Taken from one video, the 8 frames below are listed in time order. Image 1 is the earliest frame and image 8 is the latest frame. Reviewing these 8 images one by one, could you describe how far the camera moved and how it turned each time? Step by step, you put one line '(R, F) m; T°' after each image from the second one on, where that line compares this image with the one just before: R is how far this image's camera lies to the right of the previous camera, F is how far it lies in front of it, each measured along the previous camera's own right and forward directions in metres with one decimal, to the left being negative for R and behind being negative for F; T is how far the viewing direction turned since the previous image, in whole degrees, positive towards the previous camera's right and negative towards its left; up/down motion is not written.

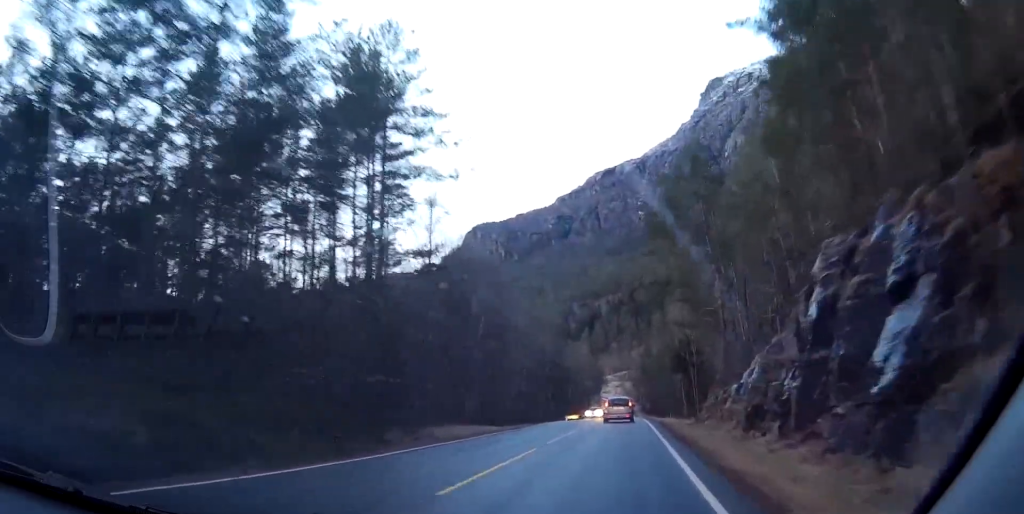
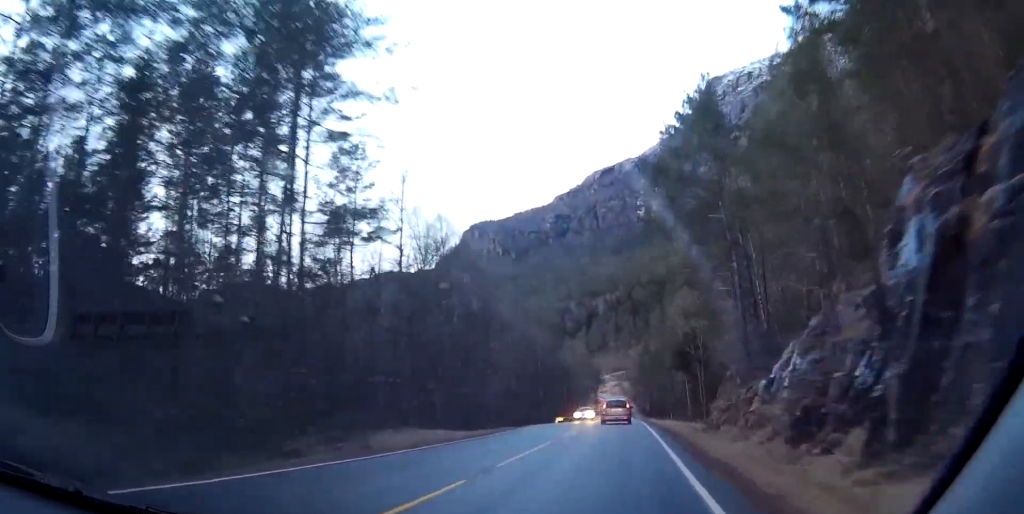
(+0.1, +7.5) m; 0°
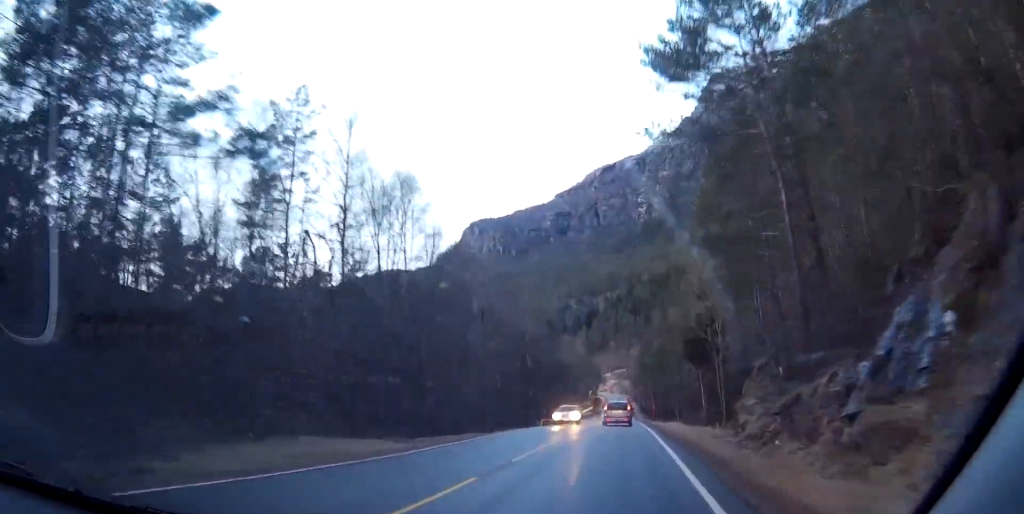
(+0.1, +11.3) m; 0°
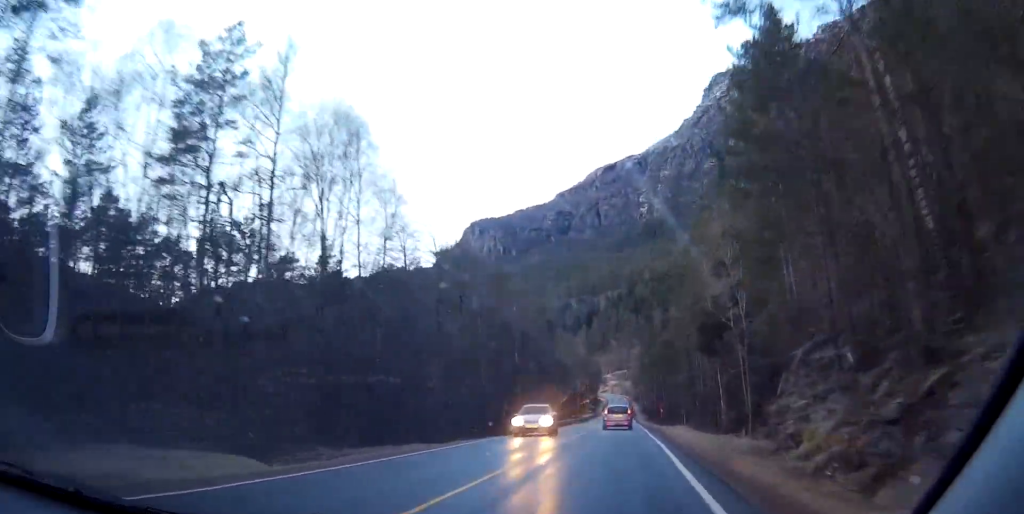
(0.0, +9.6) m; 0°
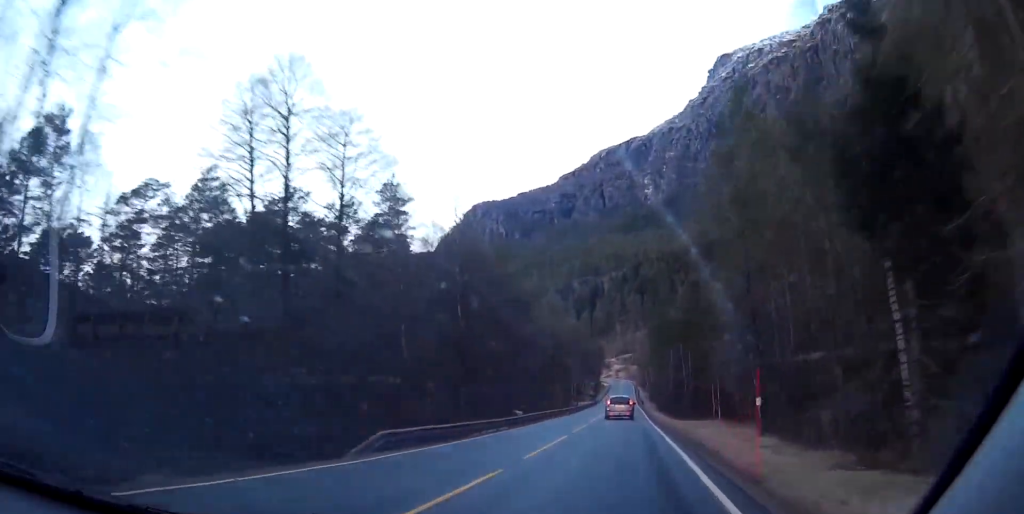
(-0.2, +27.1) m; 0°
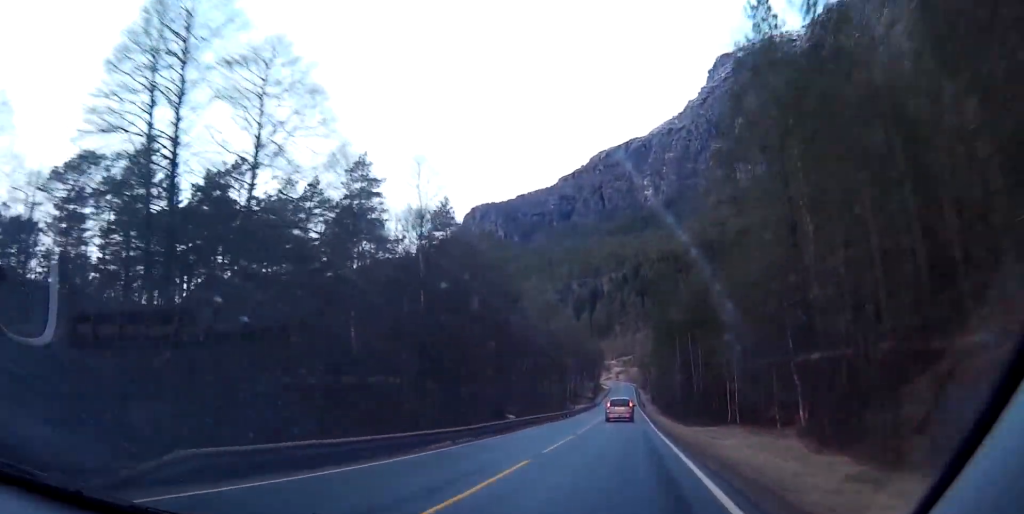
(0.0, +8.9) m; 0°
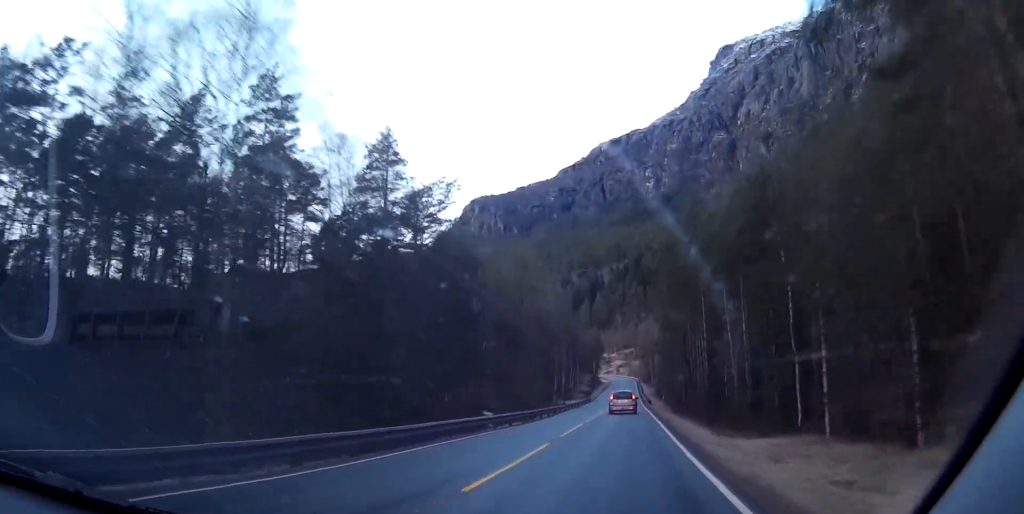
(0.0, +20.9) m; -3°
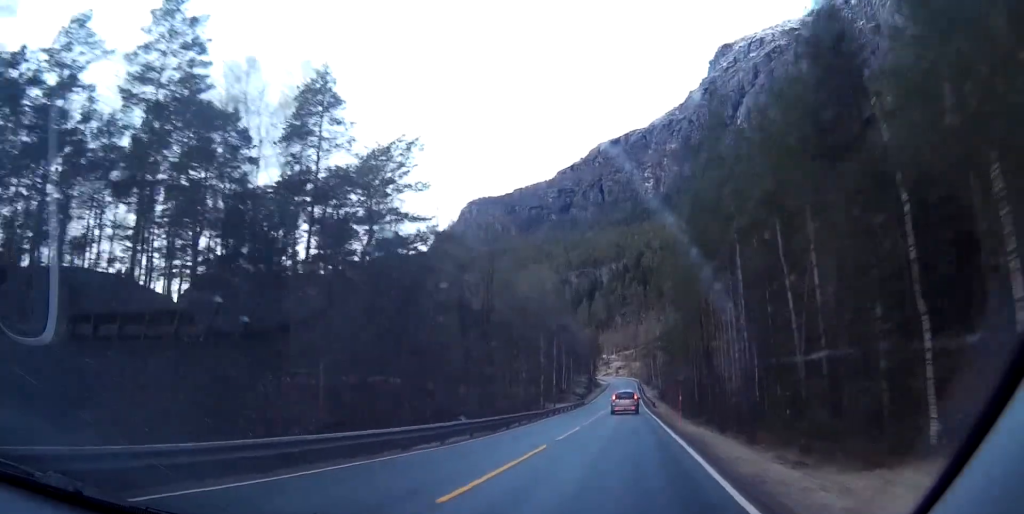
(+0.5, +14.2) m; -5°
